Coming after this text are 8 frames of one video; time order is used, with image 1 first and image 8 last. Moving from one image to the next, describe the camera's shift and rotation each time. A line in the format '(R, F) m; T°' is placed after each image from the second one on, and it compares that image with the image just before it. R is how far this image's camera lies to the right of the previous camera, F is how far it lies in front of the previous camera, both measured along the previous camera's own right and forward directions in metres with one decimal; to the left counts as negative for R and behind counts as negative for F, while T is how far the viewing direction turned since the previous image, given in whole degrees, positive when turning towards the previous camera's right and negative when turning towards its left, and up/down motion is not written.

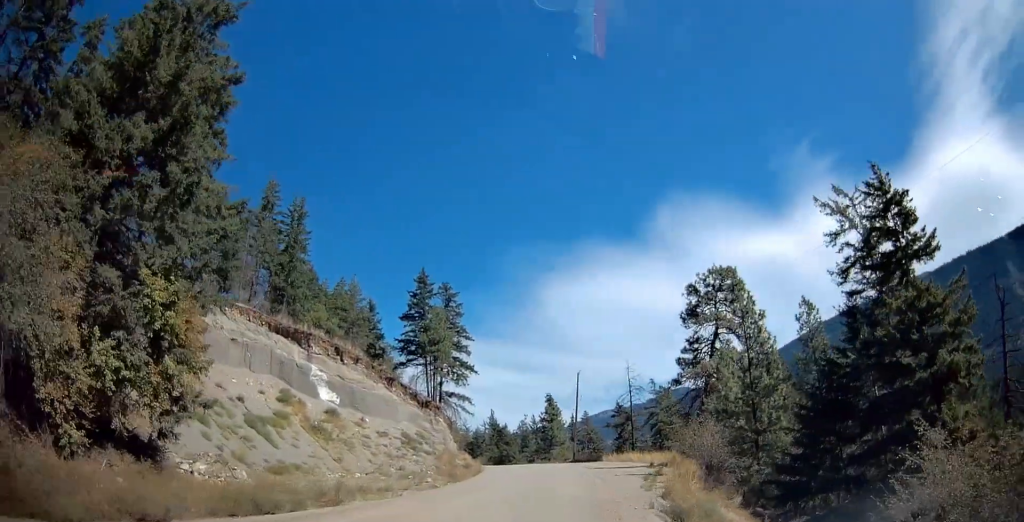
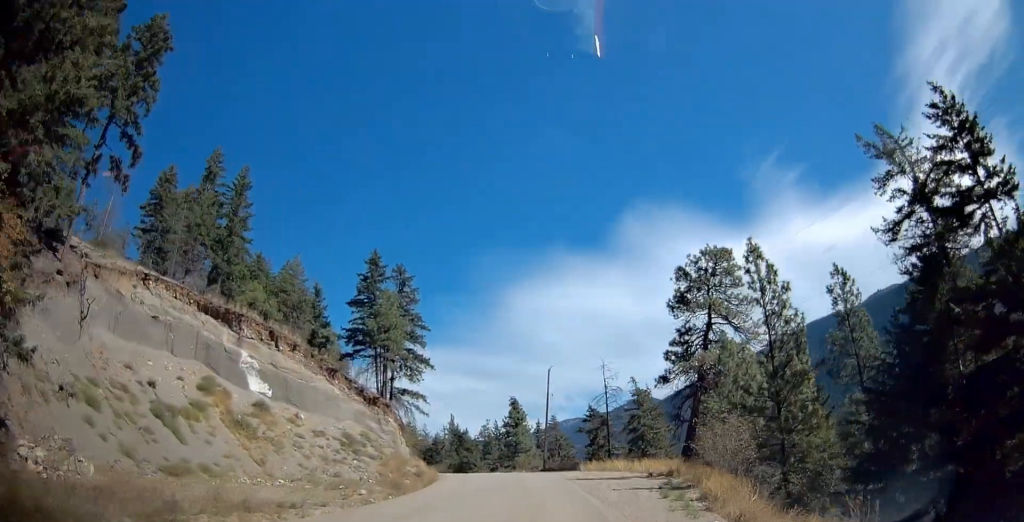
(+0.2, +8.2) m; +4°
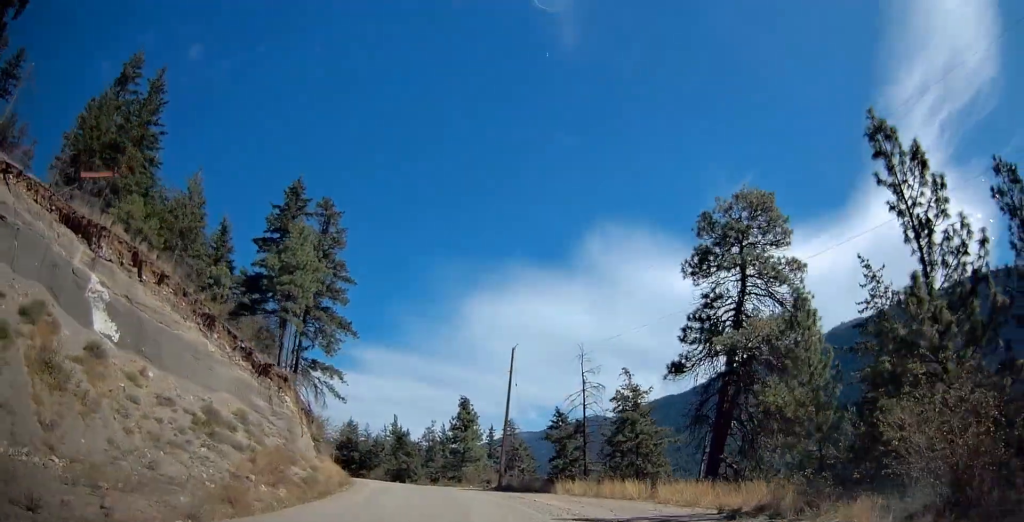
(+1.2, +15.3) m; +7°
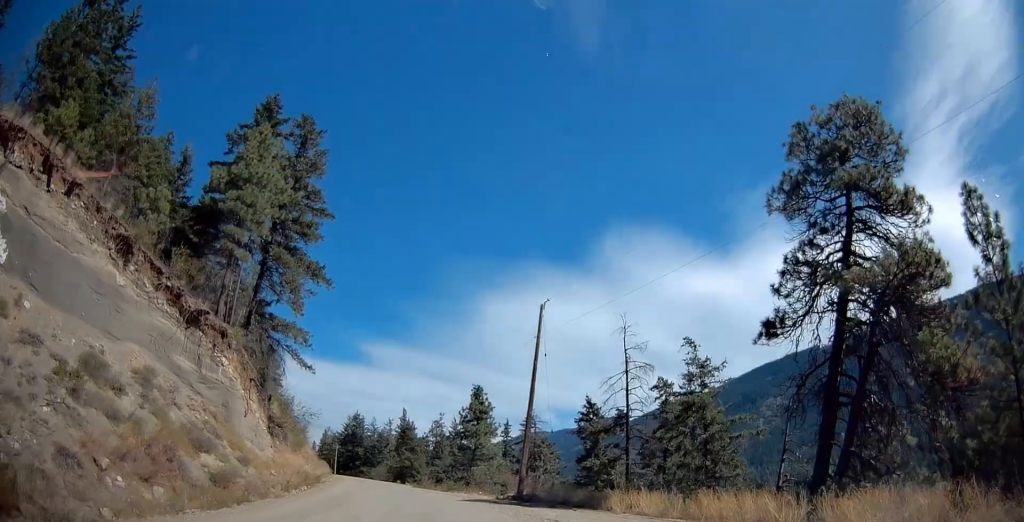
(+0.3, +10.6) m; +2°
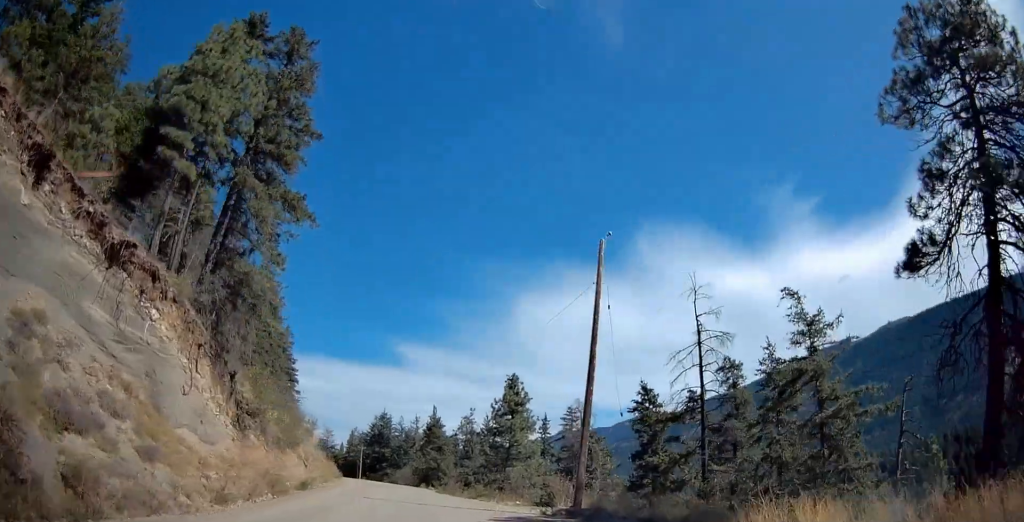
(0.0, +8.1) m; -4°
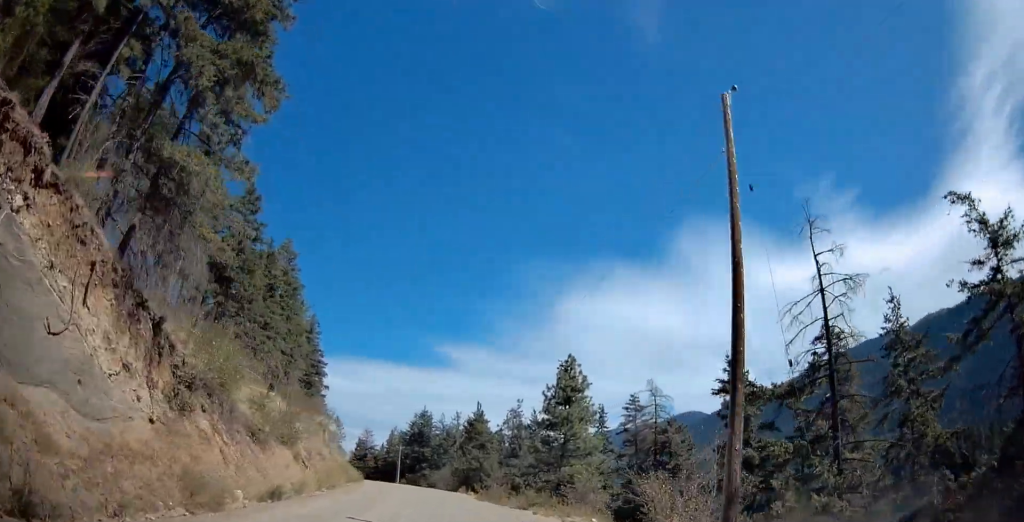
(-0.4, +8.4) m; -4°
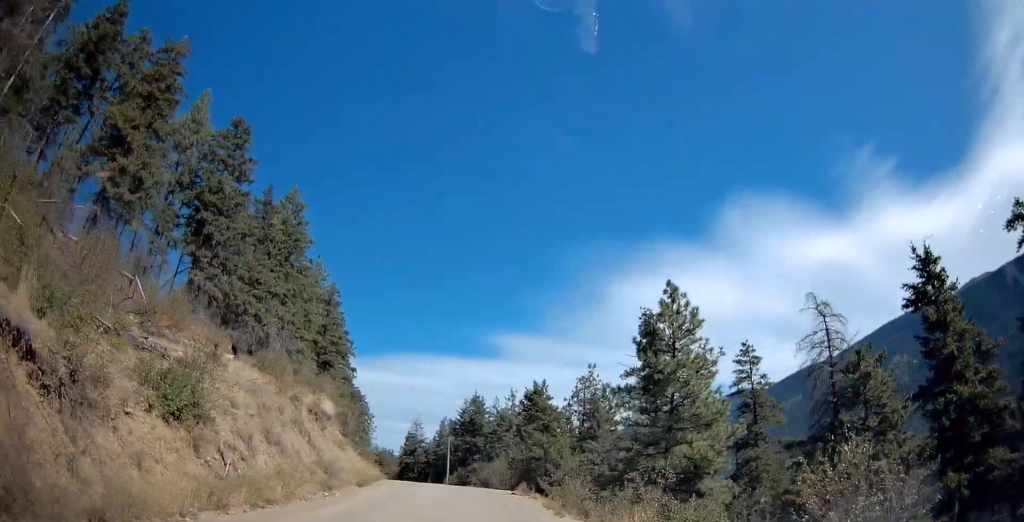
(-0.4, +14.6) m; -5°
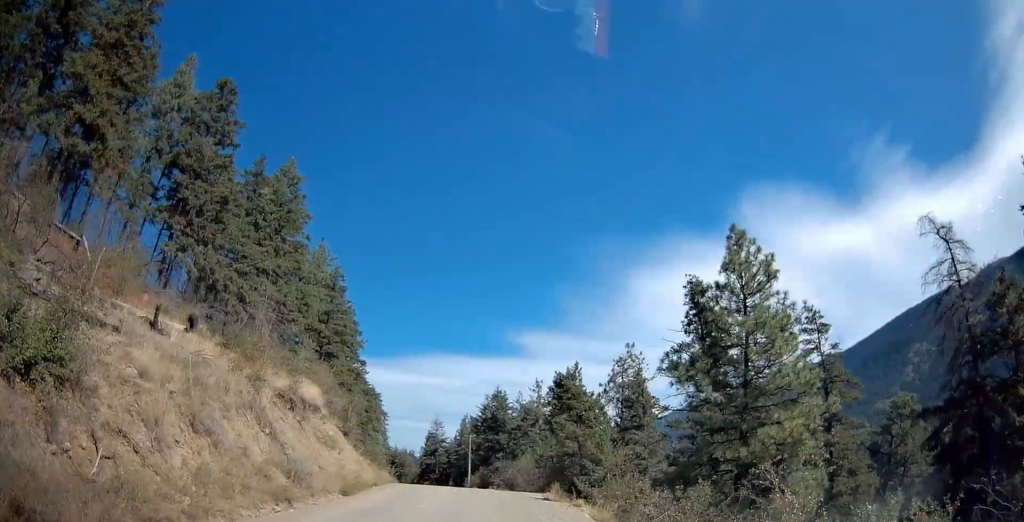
(-0.5, +6.8) m; -4°
